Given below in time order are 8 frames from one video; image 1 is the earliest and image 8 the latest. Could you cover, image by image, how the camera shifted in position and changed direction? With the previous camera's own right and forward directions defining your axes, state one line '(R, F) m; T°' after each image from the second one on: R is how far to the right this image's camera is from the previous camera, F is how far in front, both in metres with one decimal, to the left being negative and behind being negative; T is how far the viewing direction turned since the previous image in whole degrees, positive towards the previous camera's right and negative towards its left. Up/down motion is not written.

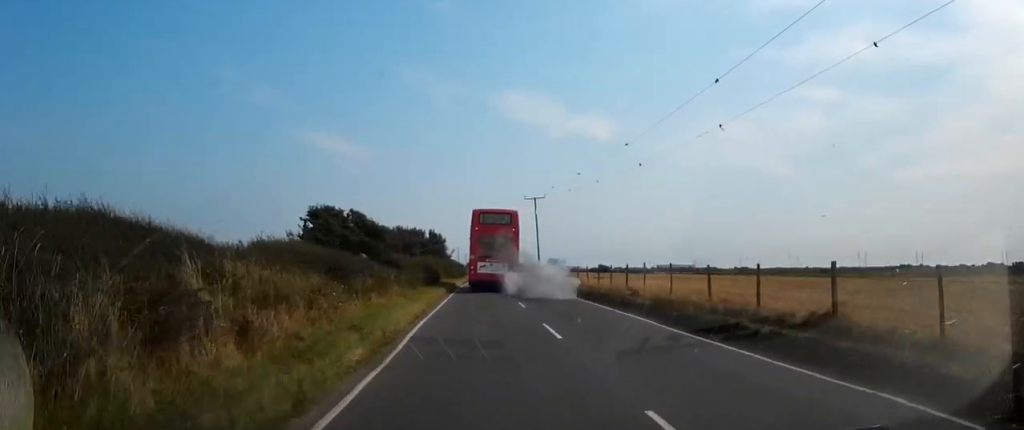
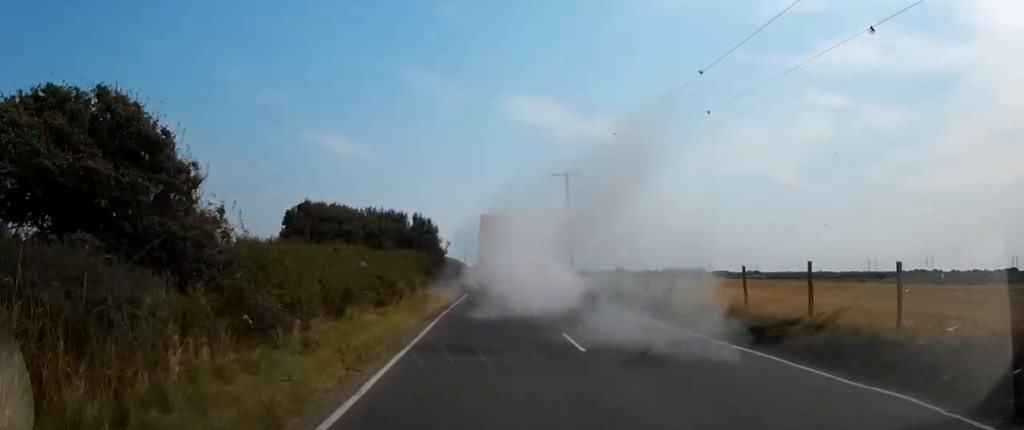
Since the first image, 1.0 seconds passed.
(0.0, +19.1) m; 0°
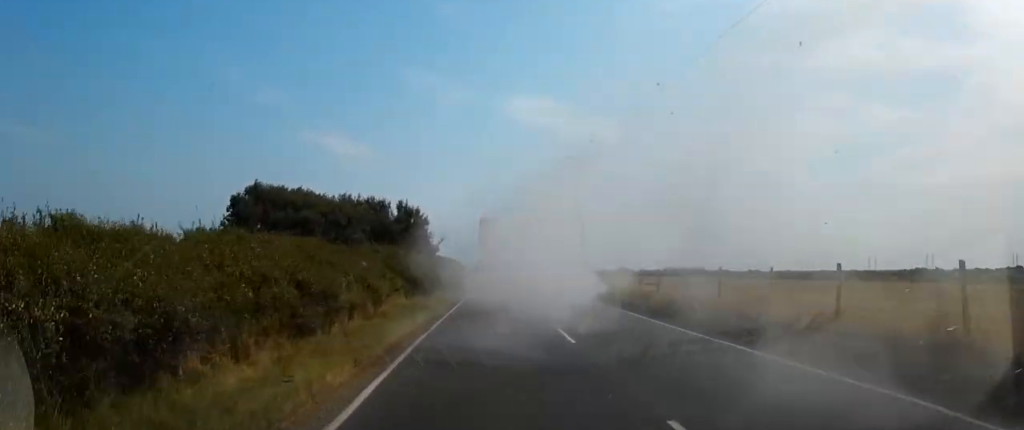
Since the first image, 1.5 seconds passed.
(-0.1, +8.0) m; 0°
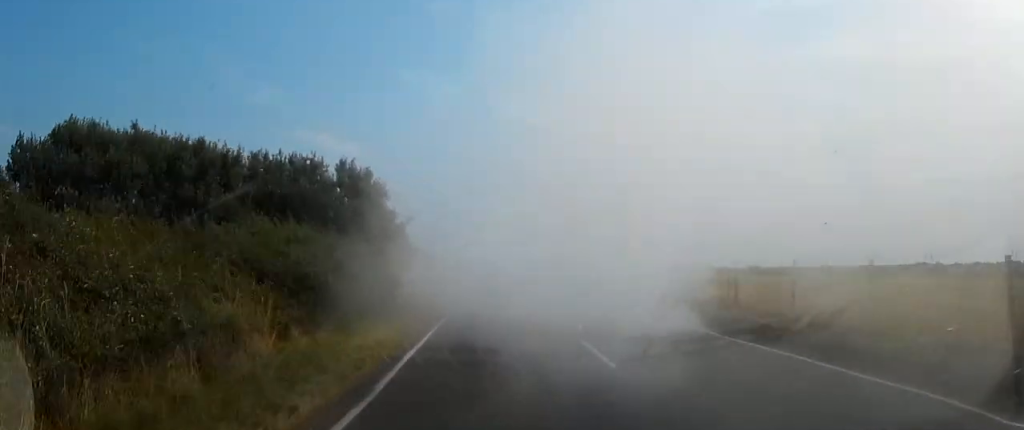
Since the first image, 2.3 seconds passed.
(+0.2, +13.8) m; 0°
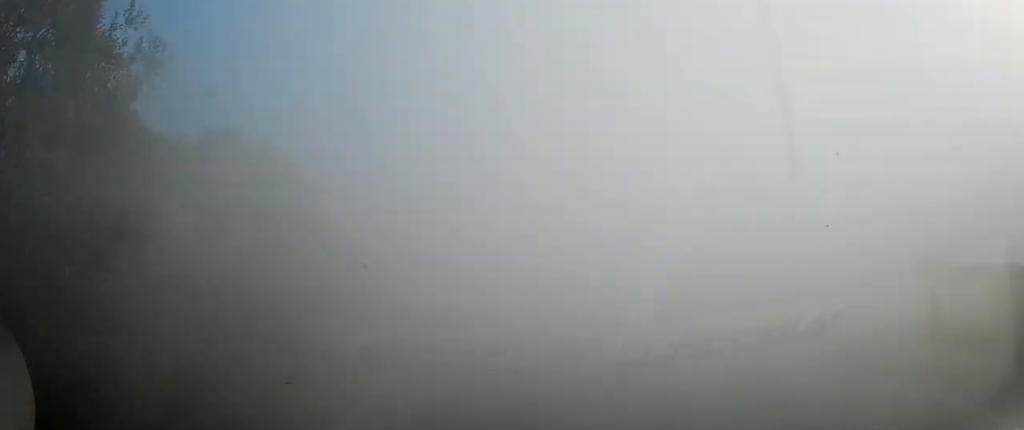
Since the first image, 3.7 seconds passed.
(-0.2, +17.0) m; 0°
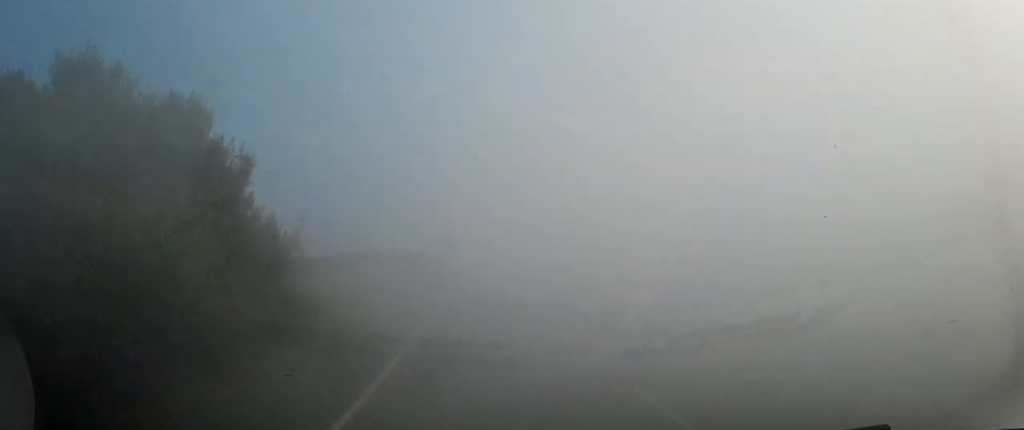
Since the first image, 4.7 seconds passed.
(+0.1, +6.5) m; +2°
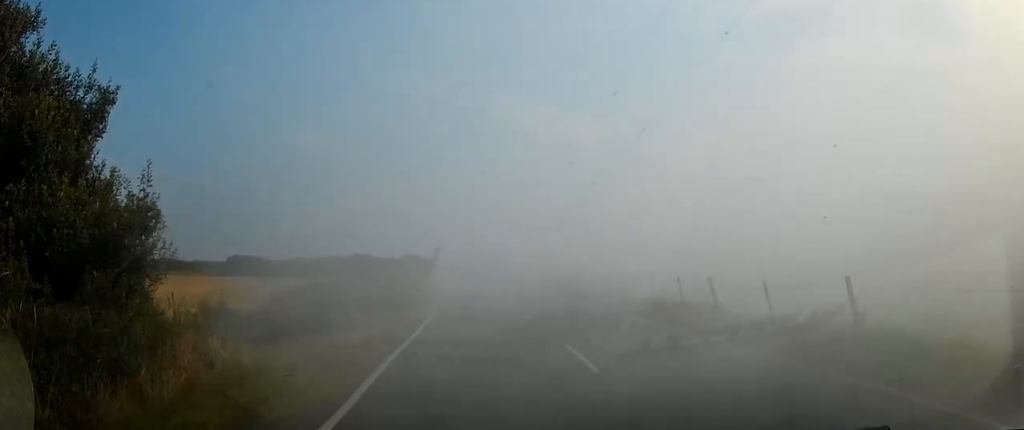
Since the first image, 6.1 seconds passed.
(+0.1, +5.7) m; +2°
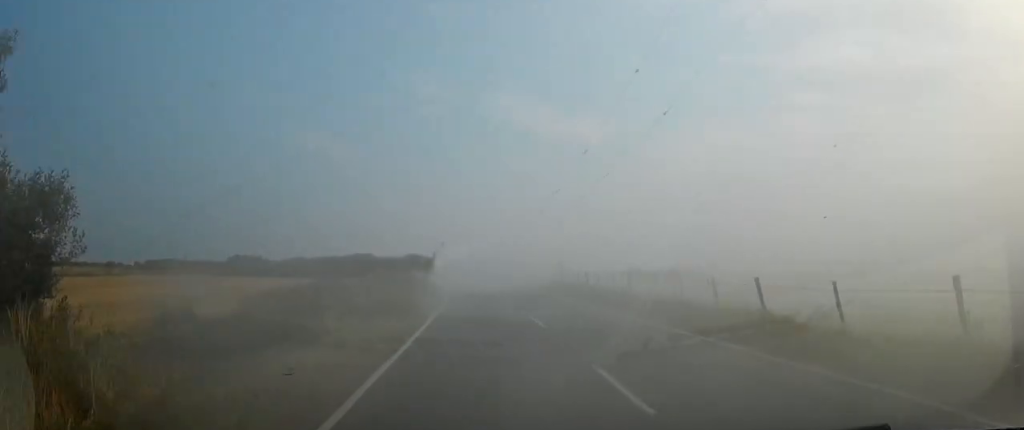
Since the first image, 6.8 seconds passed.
(0.0, +2.5) m; -1°
